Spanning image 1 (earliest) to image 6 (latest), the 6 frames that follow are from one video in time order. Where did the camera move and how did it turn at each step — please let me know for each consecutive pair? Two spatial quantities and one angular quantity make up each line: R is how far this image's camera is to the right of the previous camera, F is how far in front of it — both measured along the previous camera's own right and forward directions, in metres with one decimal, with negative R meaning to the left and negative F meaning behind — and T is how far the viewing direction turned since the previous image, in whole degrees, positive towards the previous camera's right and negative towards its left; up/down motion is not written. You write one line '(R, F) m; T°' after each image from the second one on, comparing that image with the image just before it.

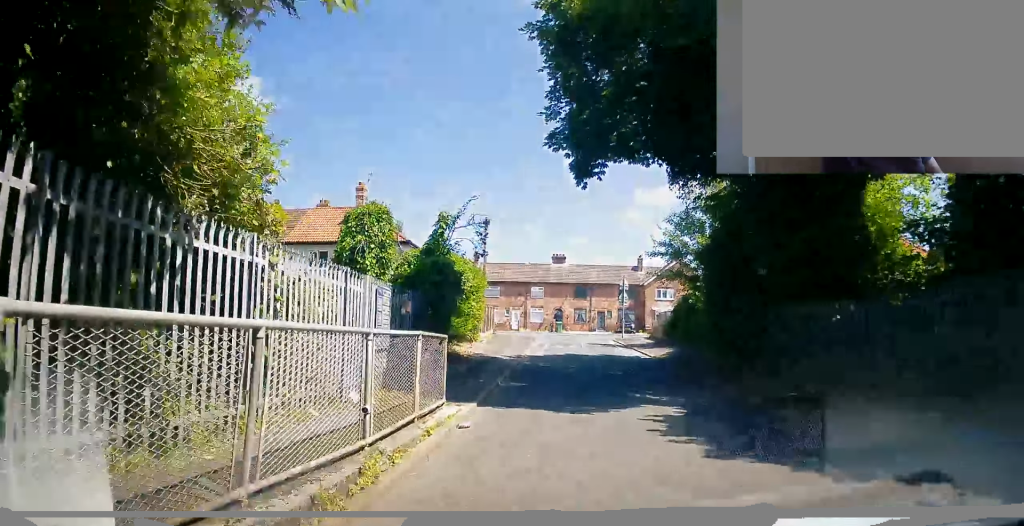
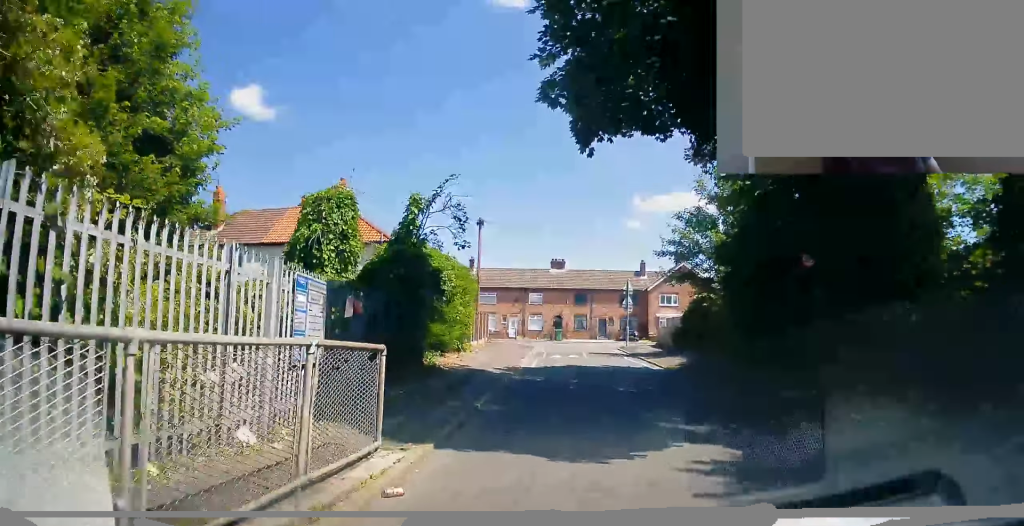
(-0.1, +2.3) m; +3°
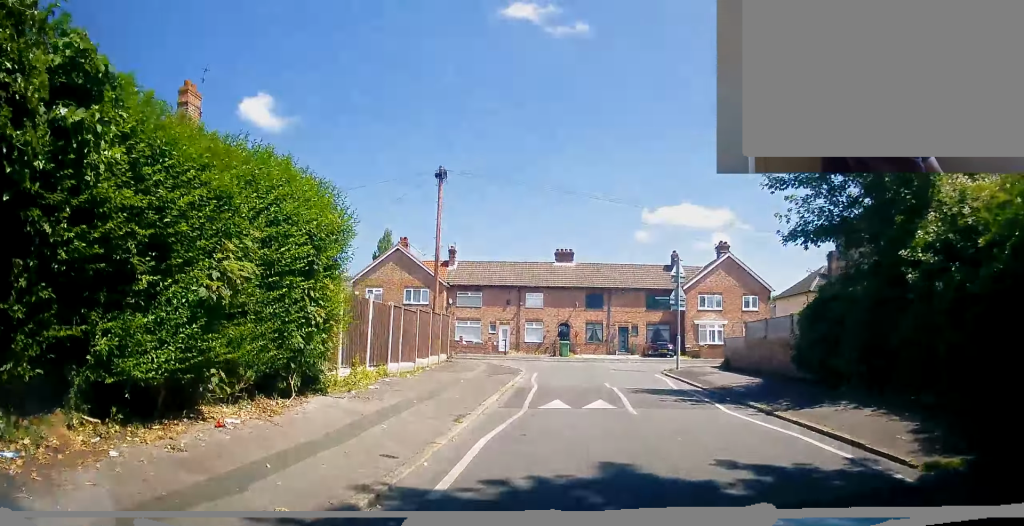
(+1.1, +14.1) m; +1°
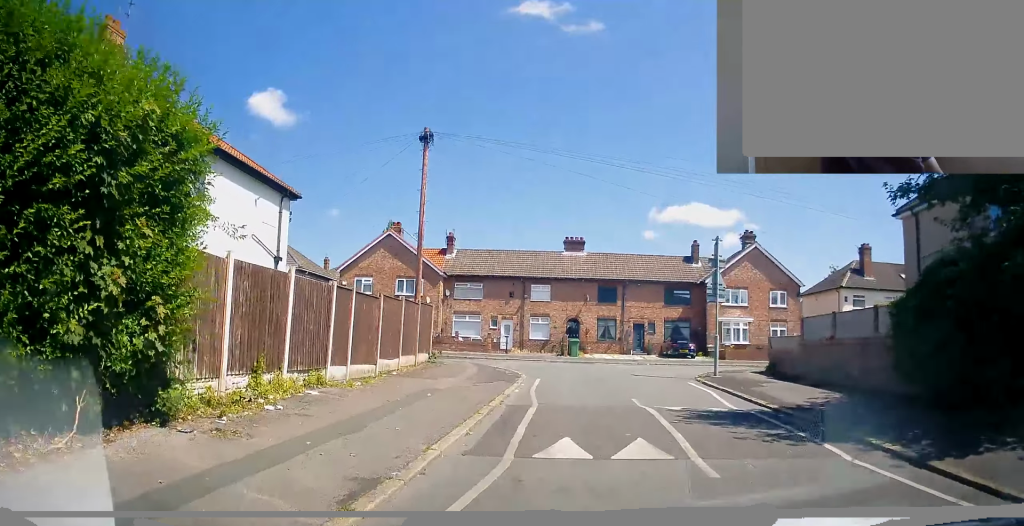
(-0.1, +5.1) m; +2°
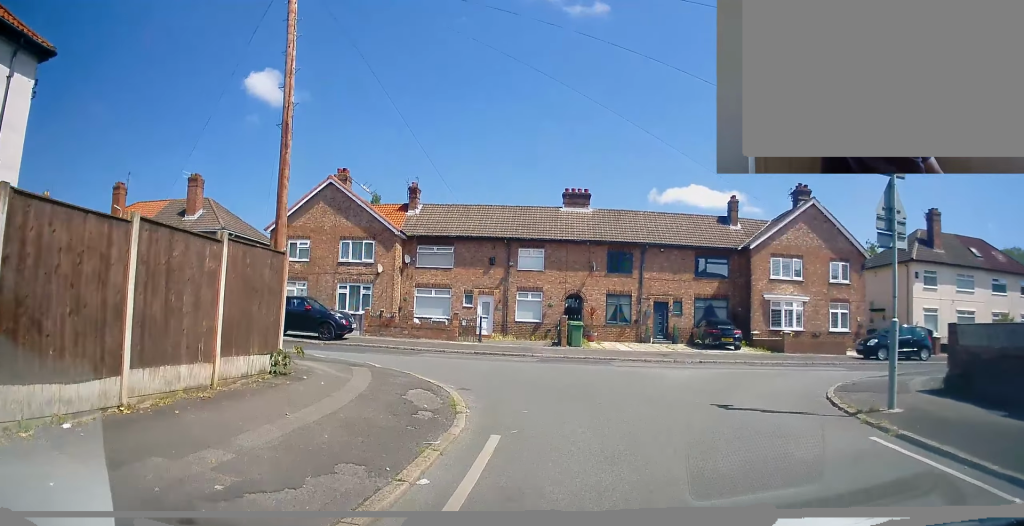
(+1.0, +12.2) m; +5°
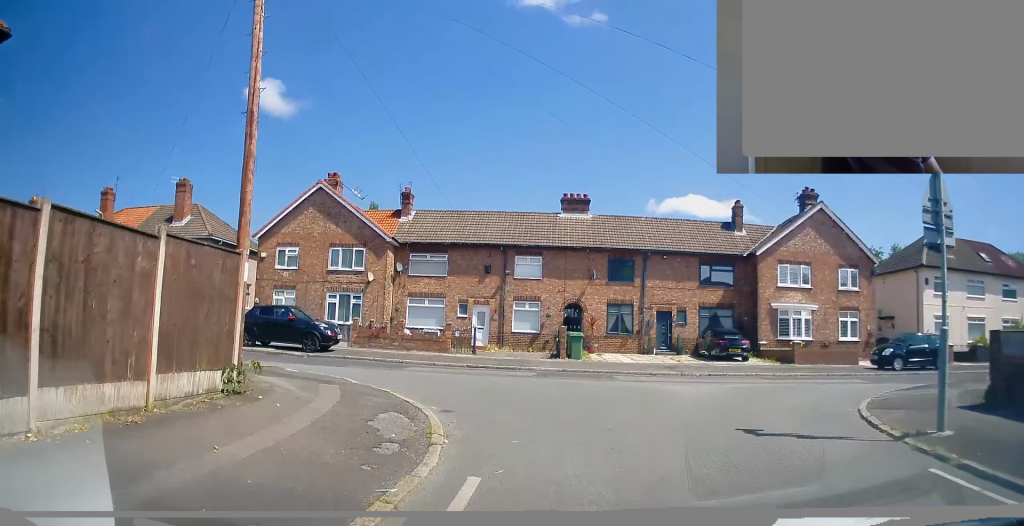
(-0.1, +1.5) m; 0°
